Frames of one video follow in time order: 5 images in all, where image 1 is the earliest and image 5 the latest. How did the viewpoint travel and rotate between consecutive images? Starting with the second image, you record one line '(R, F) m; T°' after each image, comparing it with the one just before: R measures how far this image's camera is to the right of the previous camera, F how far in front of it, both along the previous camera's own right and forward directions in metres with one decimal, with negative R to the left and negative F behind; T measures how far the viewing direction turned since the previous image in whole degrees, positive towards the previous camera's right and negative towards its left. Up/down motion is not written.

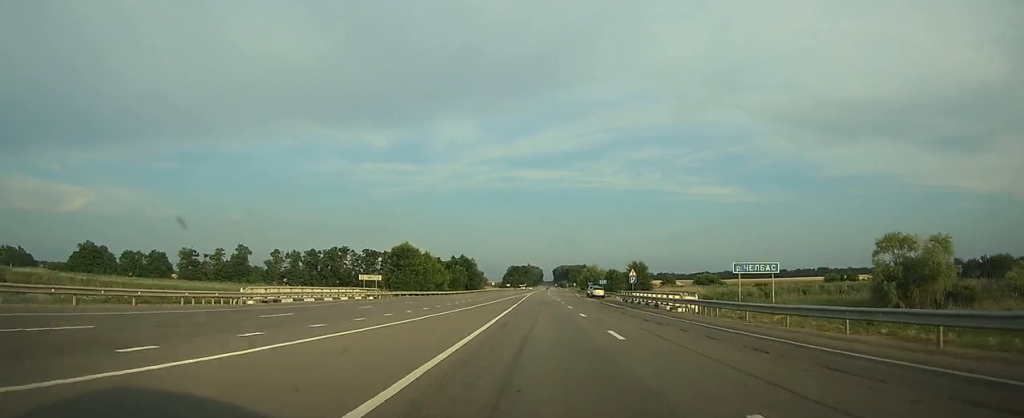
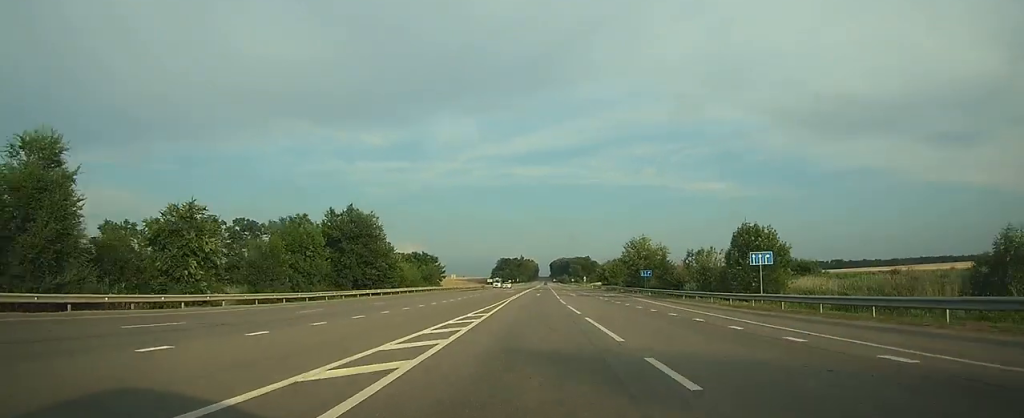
(-0.2, +91.6) m; 0°
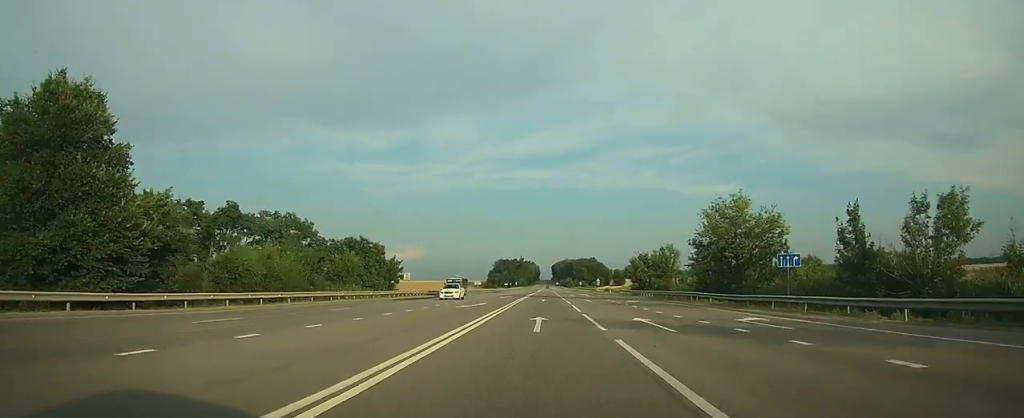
(-0.1, +44.5) m; 0°
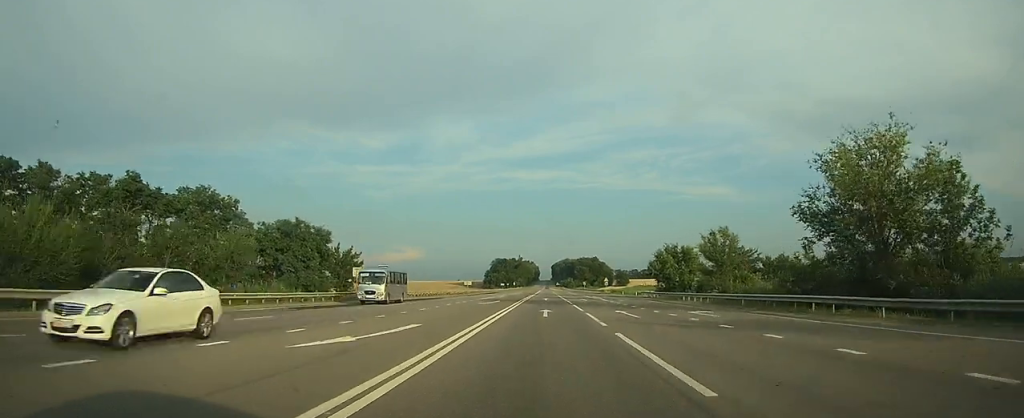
(0.0, +21.8) m; 0°
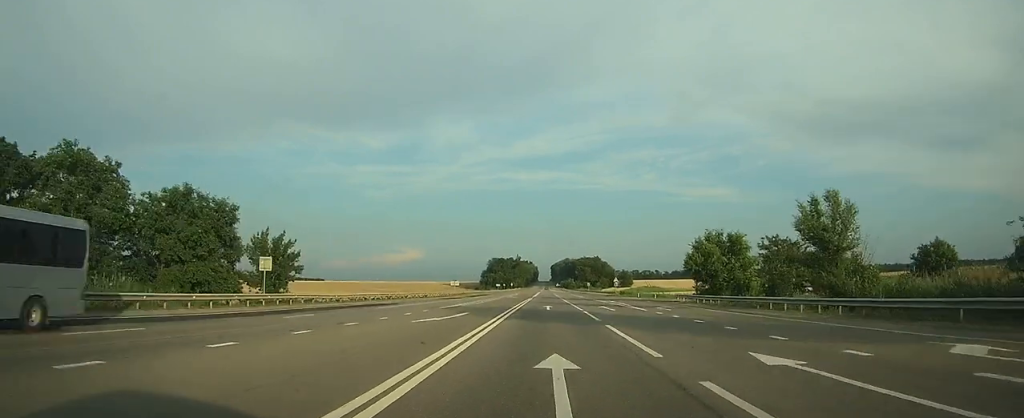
(0.0, +19.9) m; 0°
